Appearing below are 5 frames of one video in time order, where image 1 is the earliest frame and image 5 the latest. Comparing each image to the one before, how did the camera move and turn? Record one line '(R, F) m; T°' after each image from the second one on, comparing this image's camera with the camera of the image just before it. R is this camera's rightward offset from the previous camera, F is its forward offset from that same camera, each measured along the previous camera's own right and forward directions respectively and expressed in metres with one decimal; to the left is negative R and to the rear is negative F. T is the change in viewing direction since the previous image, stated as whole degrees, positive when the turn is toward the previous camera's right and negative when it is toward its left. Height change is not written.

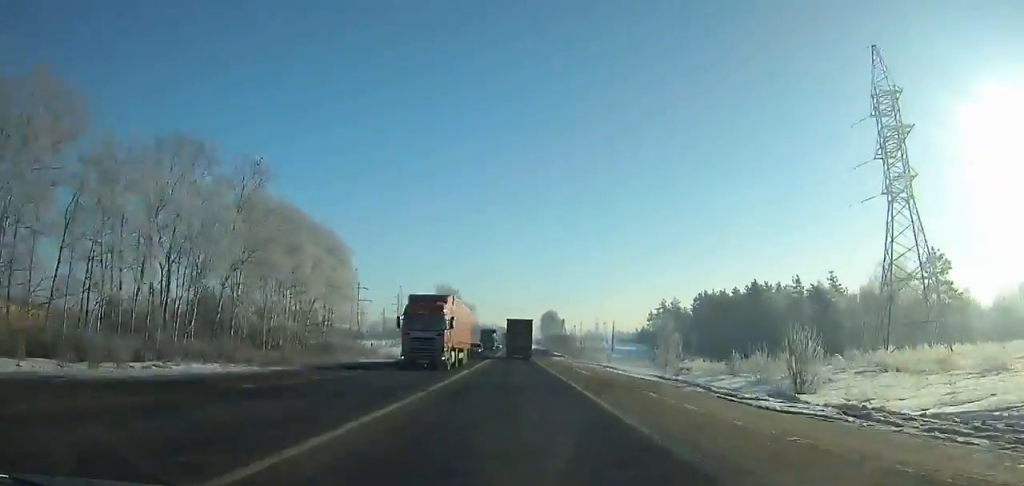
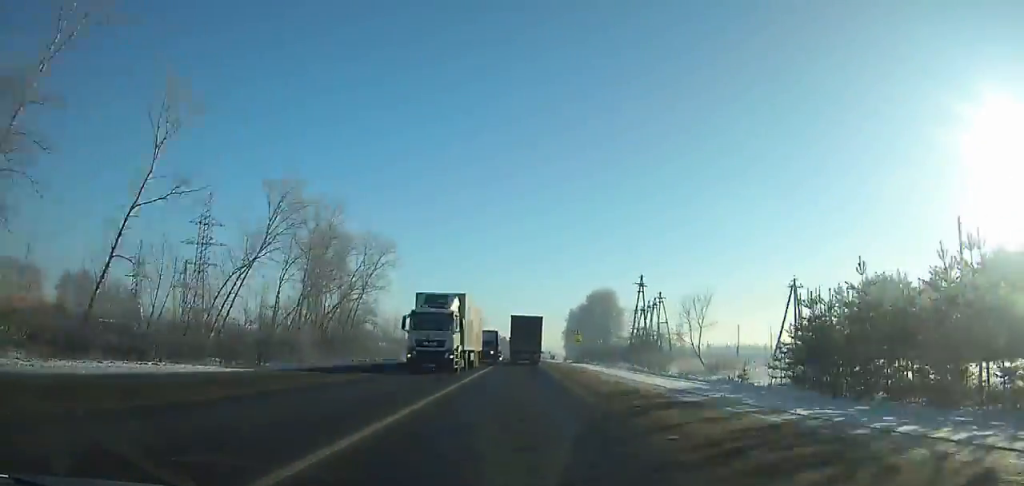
(-0.2, +211.0) m; 0°
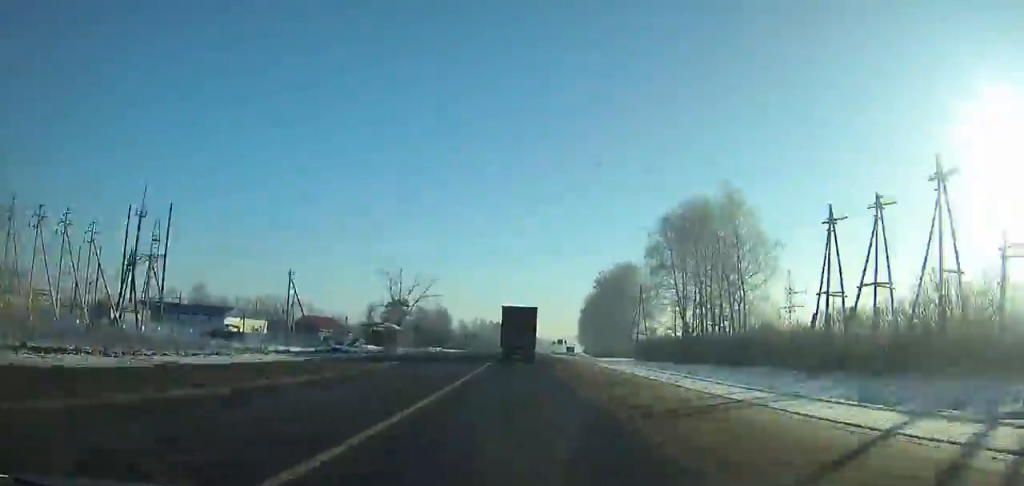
(+0.2, +94.4) m; +1°
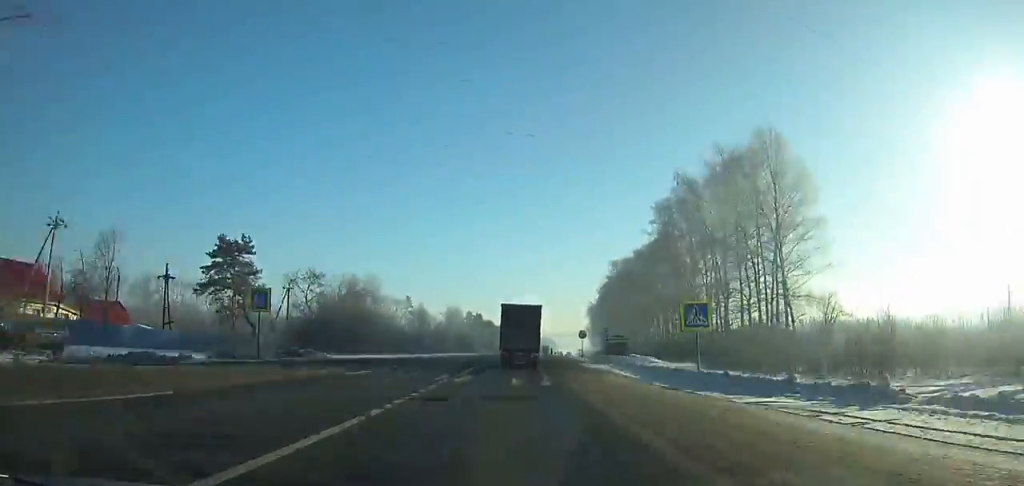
(+0.9, +83.9) m; +2°
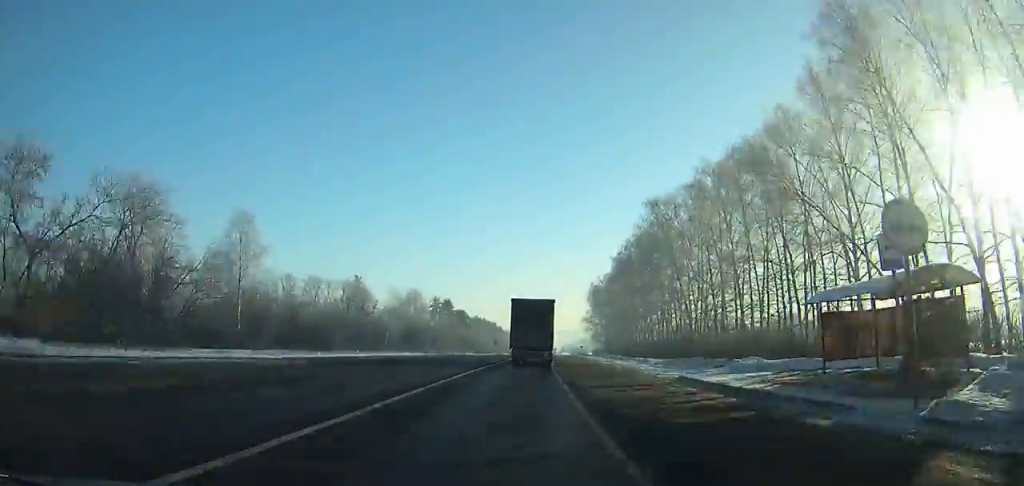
(+0.8, +53.7) m; +2°
